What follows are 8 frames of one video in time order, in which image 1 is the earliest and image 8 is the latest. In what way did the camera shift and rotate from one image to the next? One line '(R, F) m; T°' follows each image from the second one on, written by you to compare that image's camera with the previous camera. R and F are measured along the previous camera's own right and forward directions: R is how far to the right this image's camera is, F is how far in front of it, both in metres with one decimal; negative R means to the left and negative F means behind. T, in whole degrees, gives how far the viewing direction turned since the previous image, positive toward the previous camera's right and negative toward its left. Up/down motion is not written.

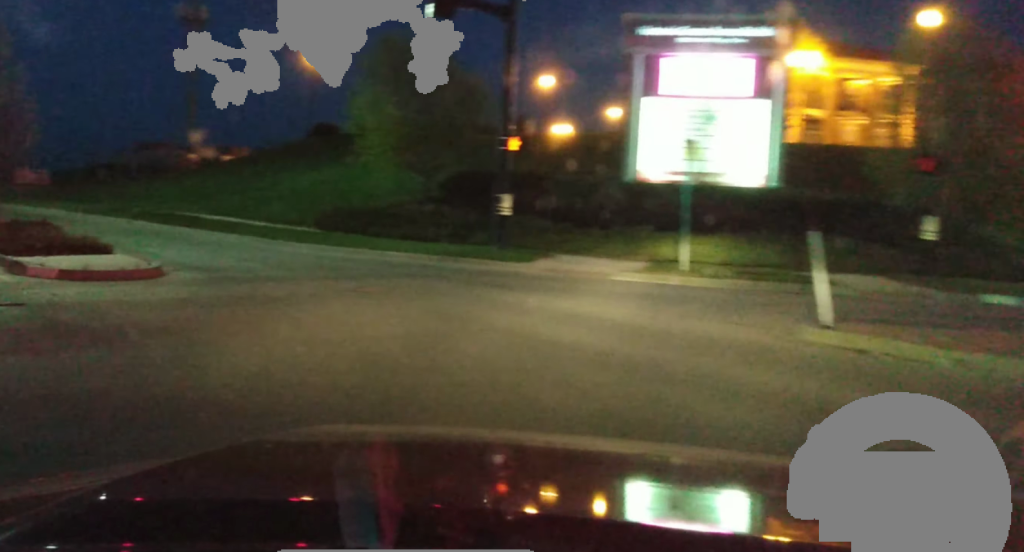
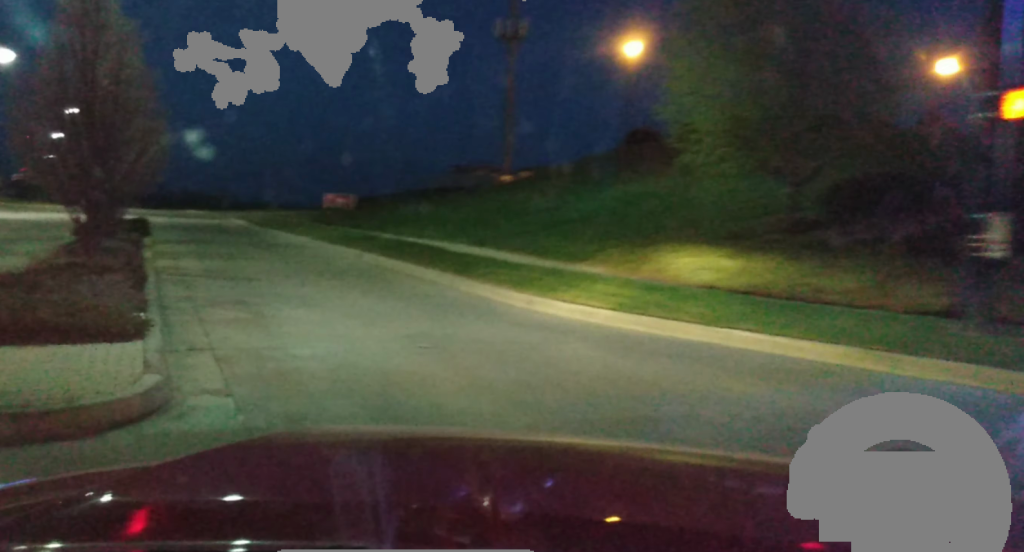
(-2.3, +9.9) m; -21°
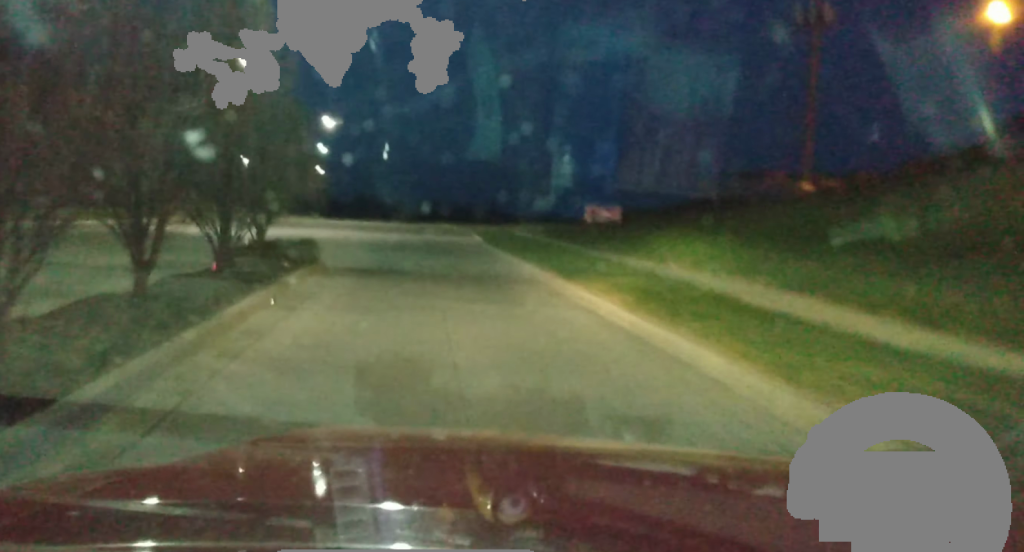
(-0.5, +8.4) m; -10°
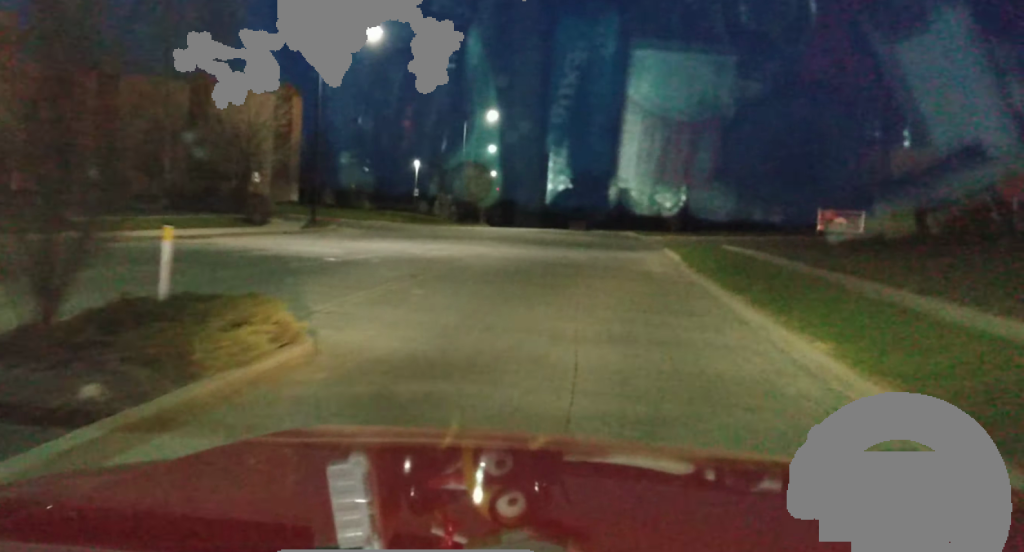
(-1.9, +12.5) m; -12°
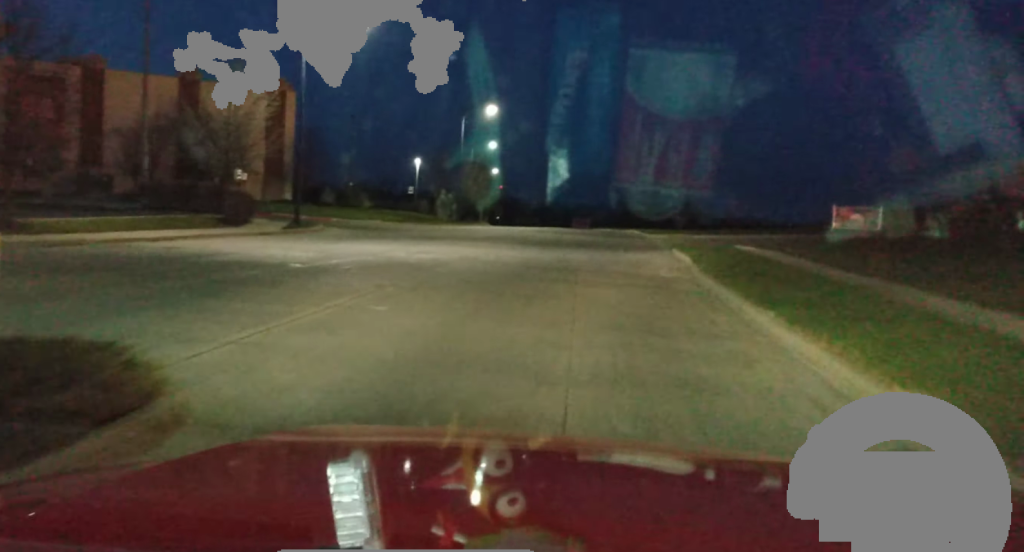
(0.0, +3.1) m; -2°
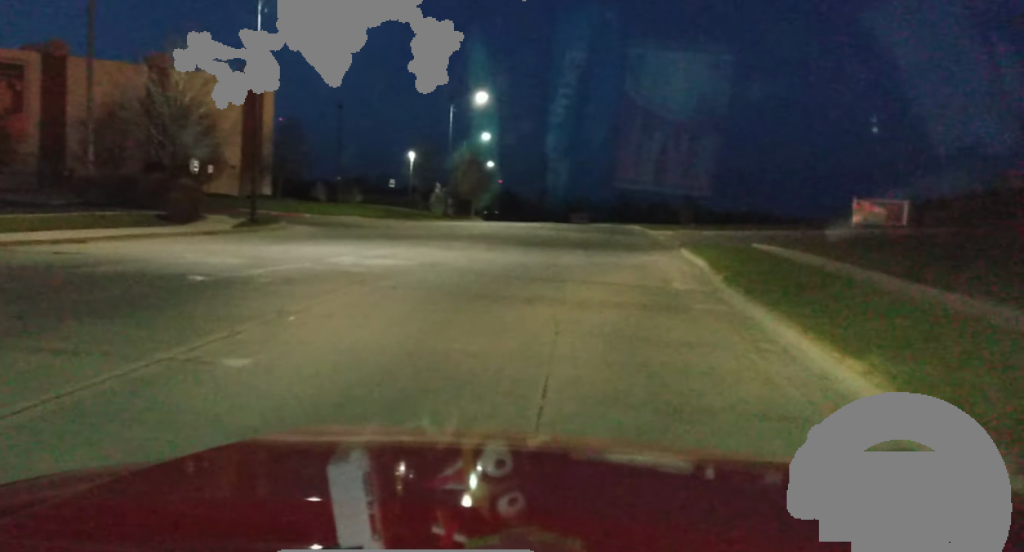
(-0.1, +5.2) m; -2°
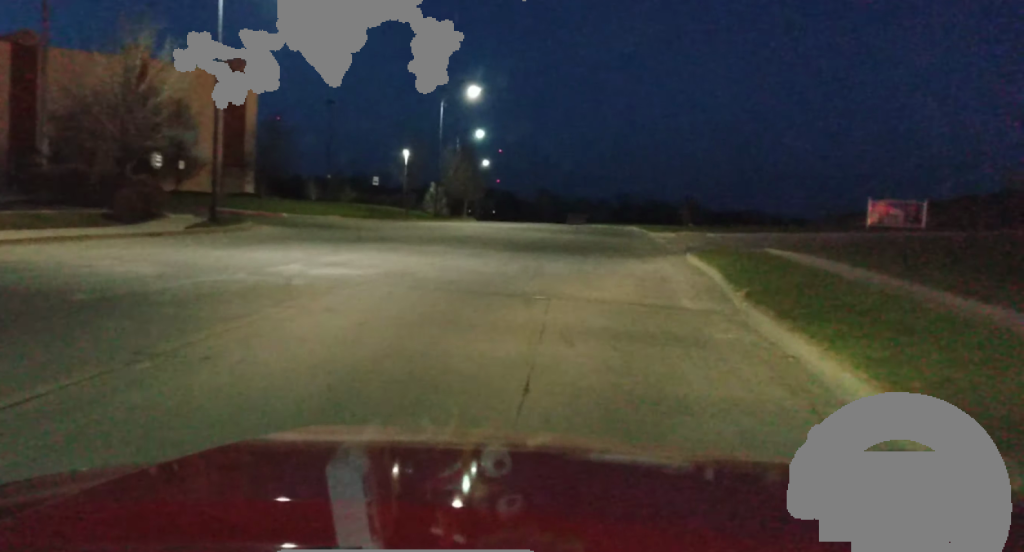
(-0.3, +3.7) m; 0°
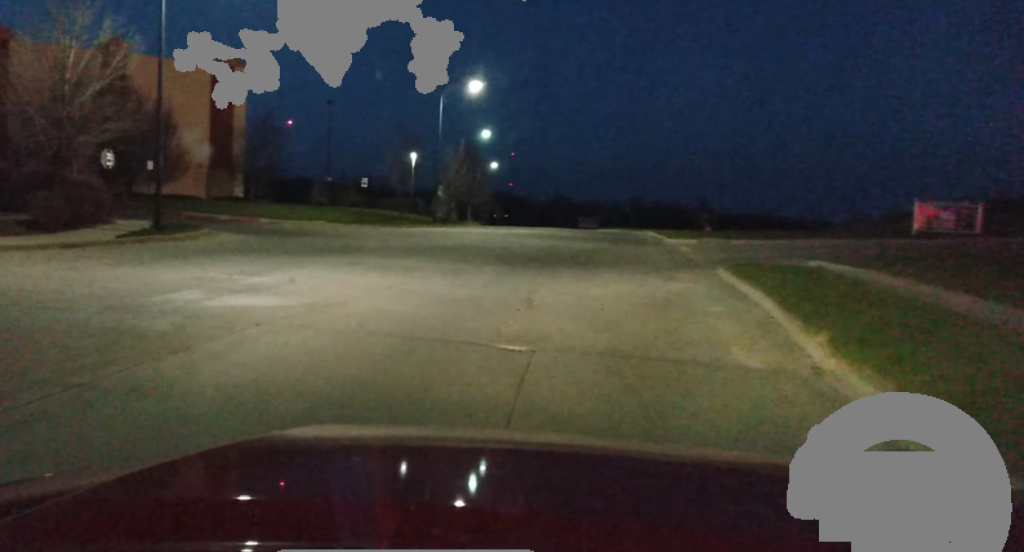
(+0.3, +5.4) m; +4°
